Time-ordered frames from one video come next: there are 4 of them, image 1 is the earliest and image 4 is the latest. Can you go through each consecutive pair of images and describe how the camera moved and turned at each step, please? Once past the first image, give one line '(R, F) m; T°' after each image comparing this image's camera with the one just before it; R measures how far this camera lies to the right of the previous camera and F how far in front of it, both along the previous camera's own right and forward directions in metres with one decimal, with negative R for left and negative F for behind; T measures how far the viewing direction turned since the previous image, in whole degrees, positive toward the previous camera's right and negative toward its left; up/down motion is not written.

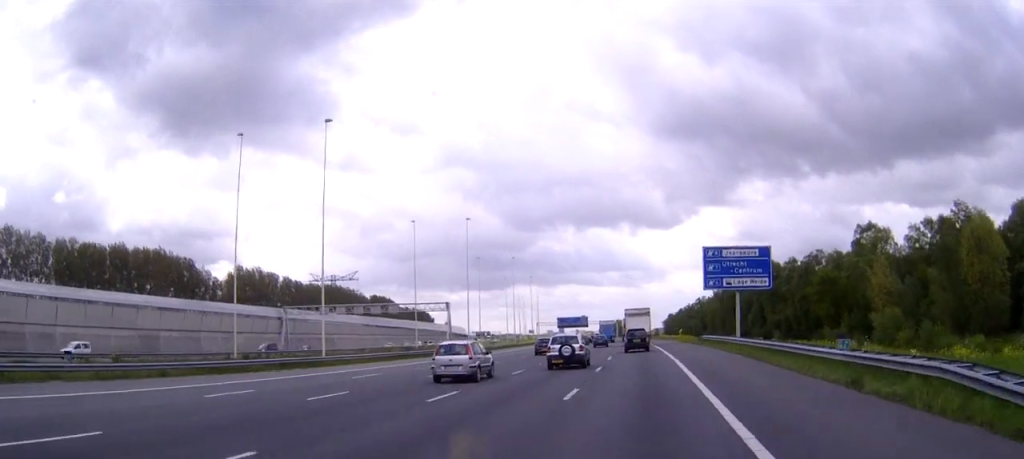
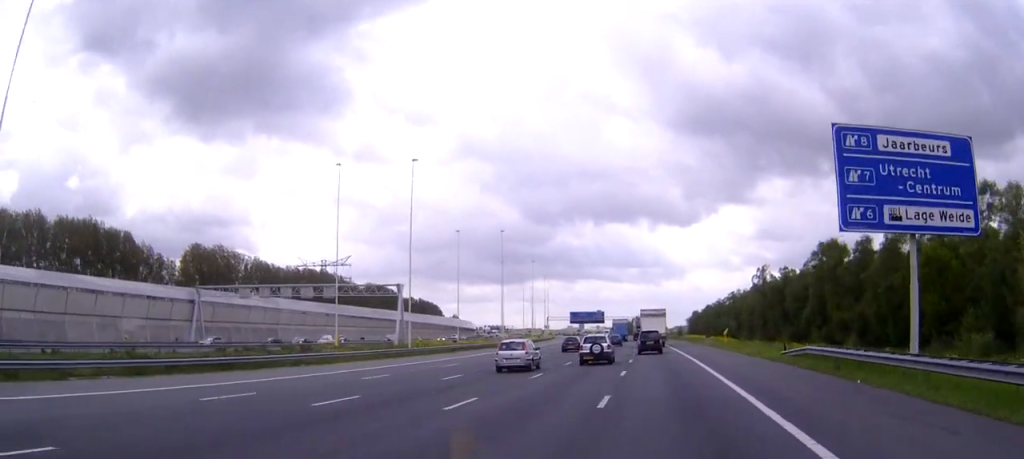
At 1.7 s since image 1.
(-0.5, +37.8) m; -1°
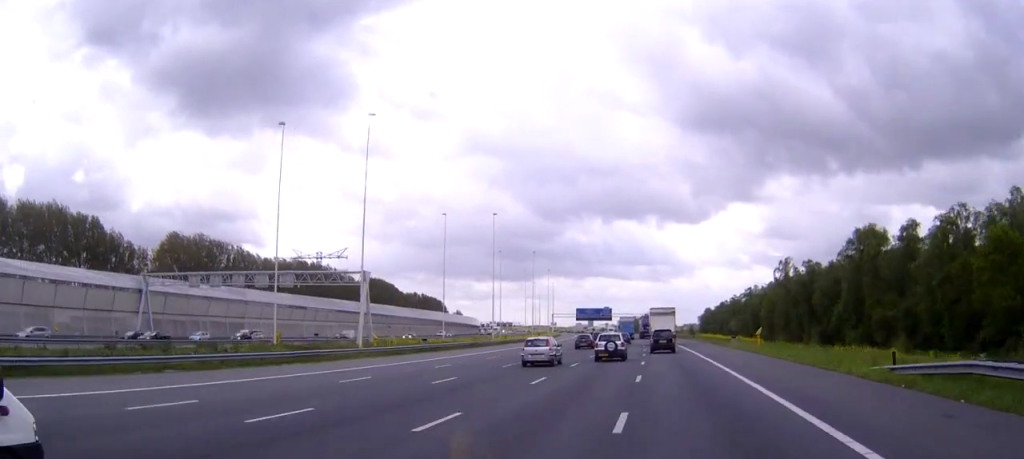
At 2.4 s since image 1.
(0.0, +16.2) m; -1°
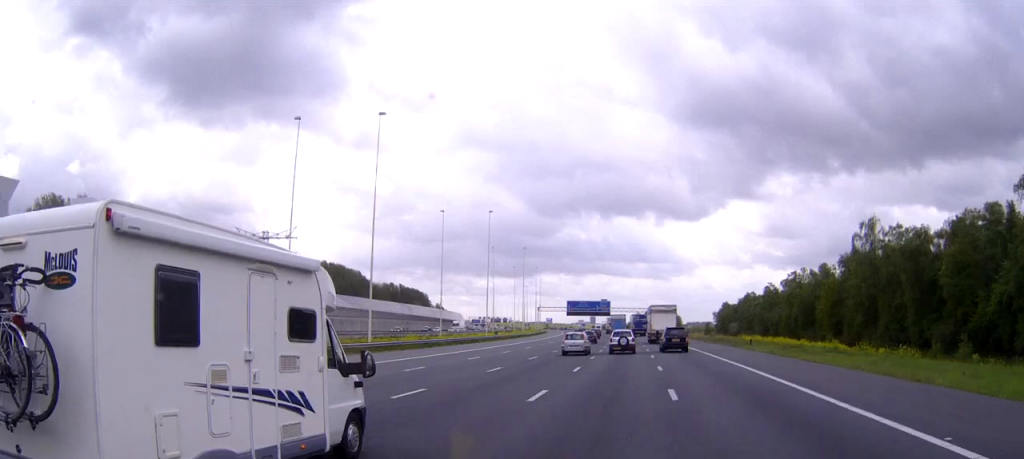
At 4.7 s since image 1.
(-0.6, +55.3) m; 0°
